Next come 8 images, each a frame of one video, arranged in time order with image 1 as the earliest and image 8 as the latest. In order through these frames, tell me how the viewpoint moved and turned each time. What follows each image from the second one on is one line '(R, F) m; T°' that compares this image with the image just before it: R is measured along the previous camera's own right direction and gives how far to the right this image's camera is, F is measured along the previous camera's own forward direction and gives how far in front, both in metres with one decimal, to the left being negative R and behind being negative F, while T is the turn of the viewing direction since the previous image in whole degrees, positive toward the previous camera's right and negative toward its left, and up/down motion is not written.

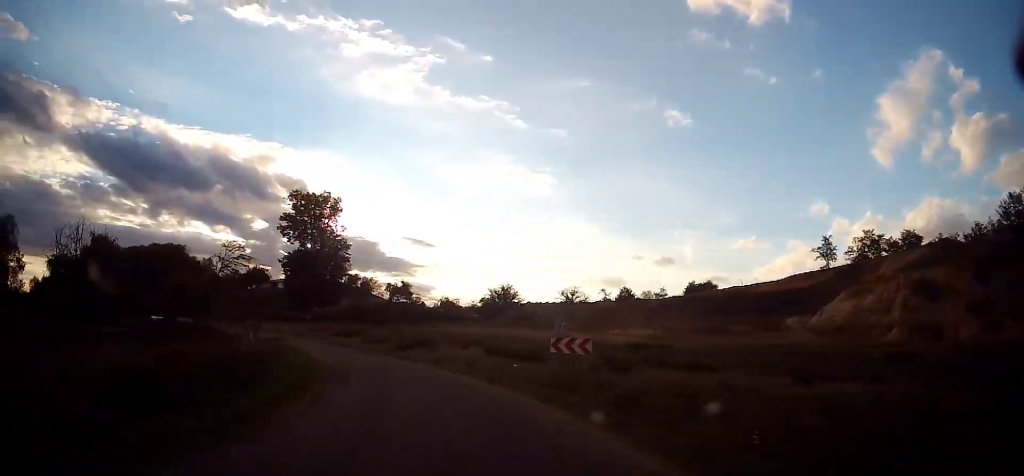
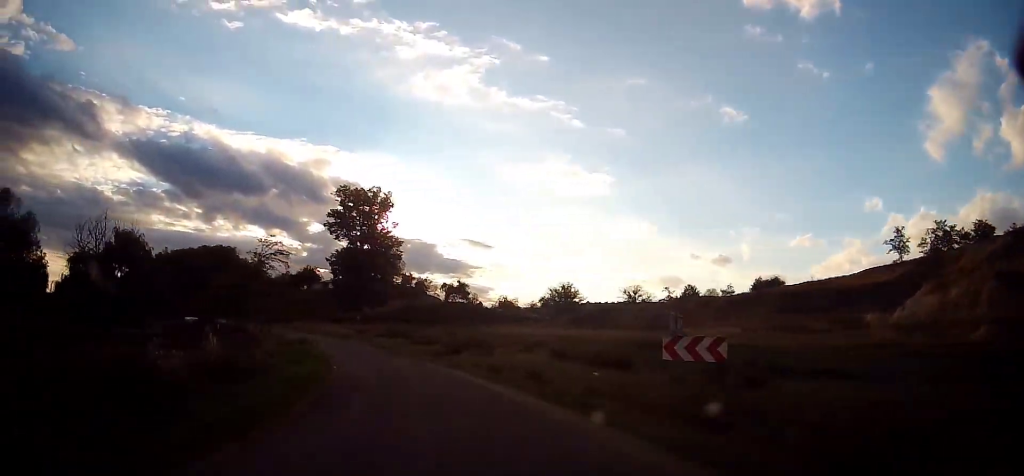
(-0.8, +6.1) m; -6°
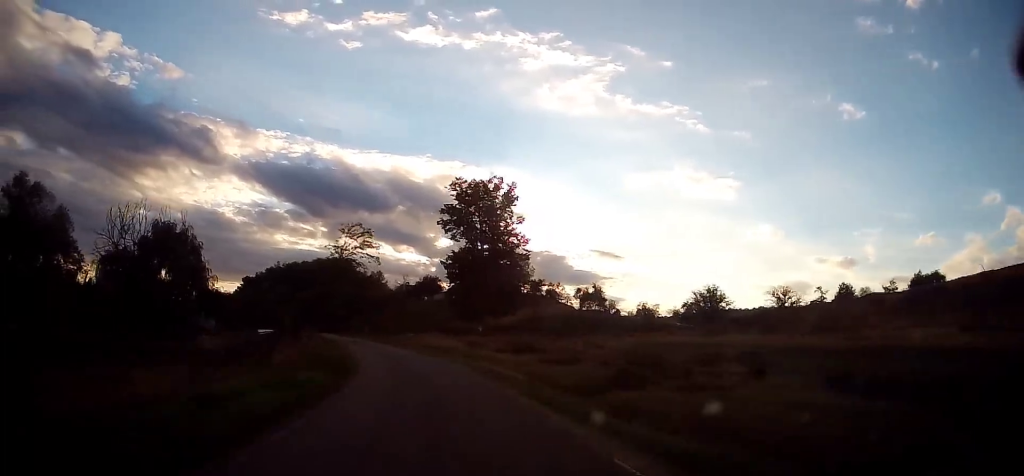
(-2.1, +15.2) m; -13°
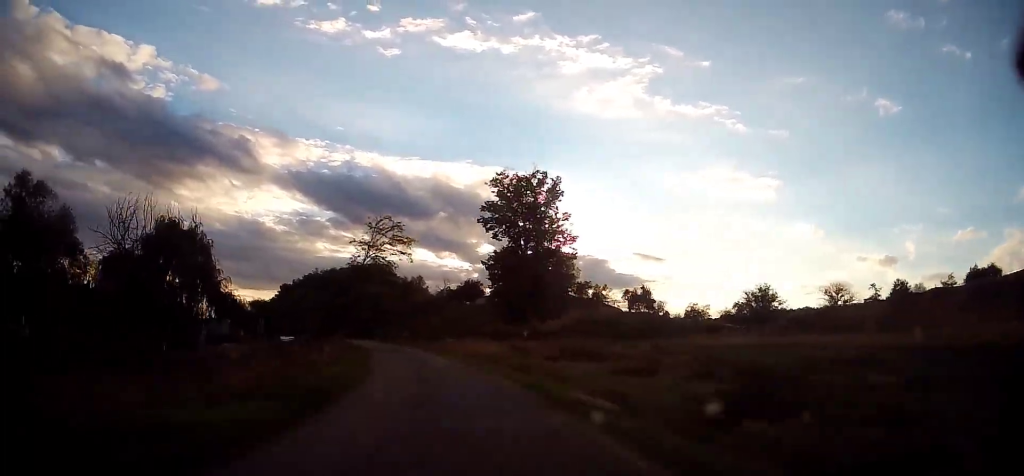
(+0.2, +5.7) m; -4°
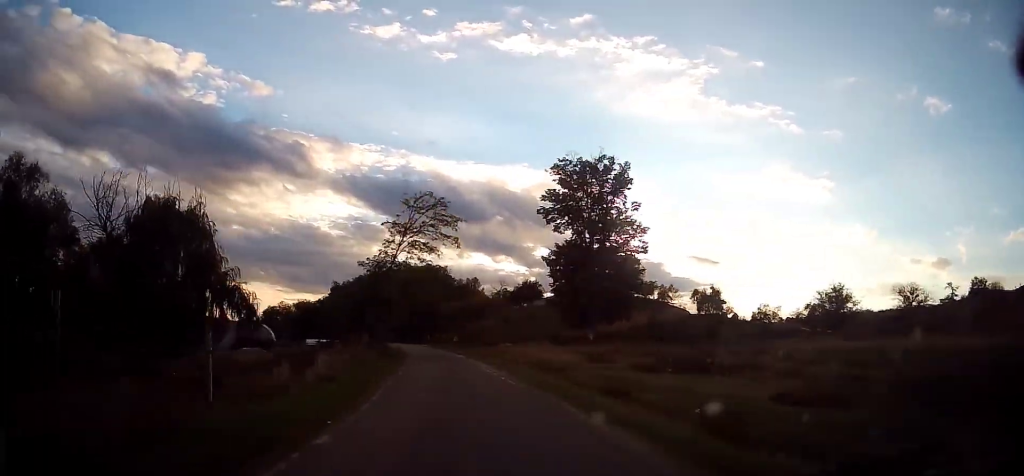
(-0.8, +8.5) m; -6°
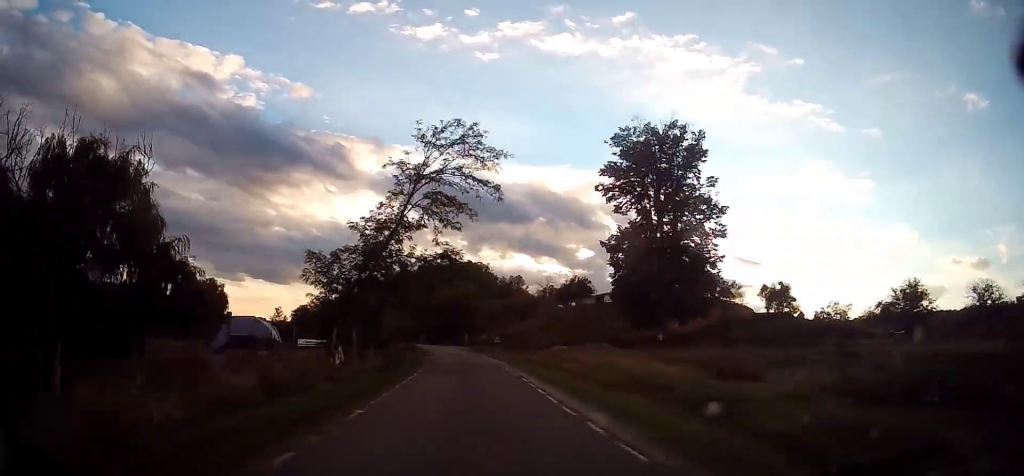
(-1.1, +12.0) m; -6°
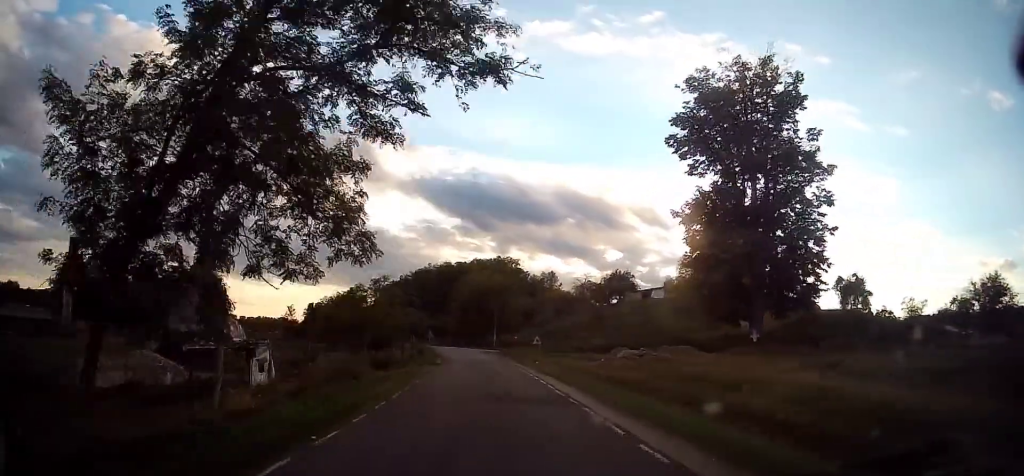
(-0.4, +15.9) m; -2°
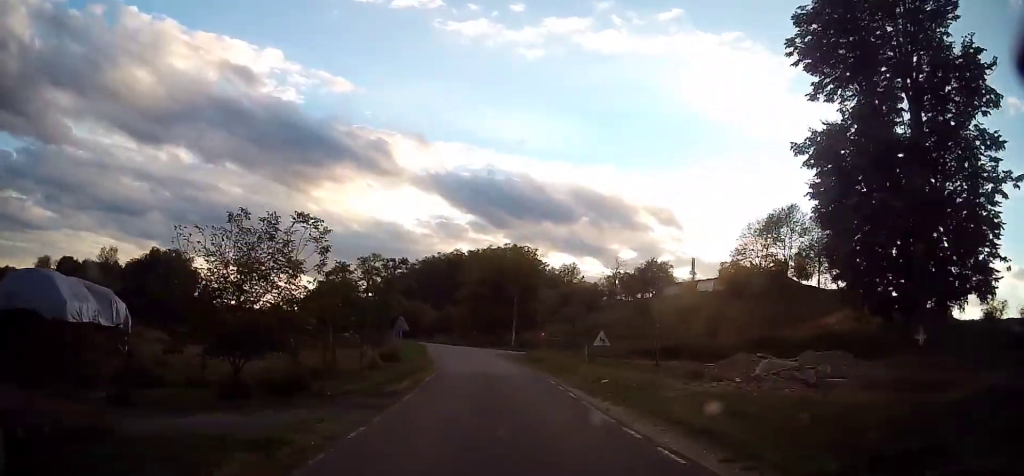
(-0.5, +17.9) m; -3°
